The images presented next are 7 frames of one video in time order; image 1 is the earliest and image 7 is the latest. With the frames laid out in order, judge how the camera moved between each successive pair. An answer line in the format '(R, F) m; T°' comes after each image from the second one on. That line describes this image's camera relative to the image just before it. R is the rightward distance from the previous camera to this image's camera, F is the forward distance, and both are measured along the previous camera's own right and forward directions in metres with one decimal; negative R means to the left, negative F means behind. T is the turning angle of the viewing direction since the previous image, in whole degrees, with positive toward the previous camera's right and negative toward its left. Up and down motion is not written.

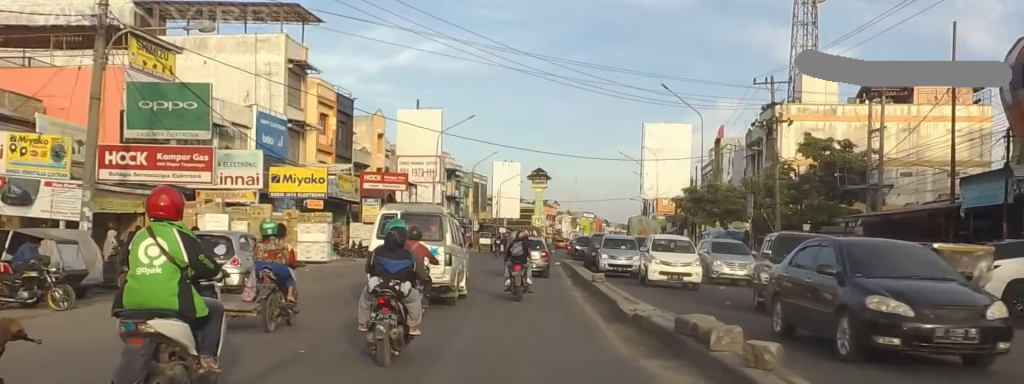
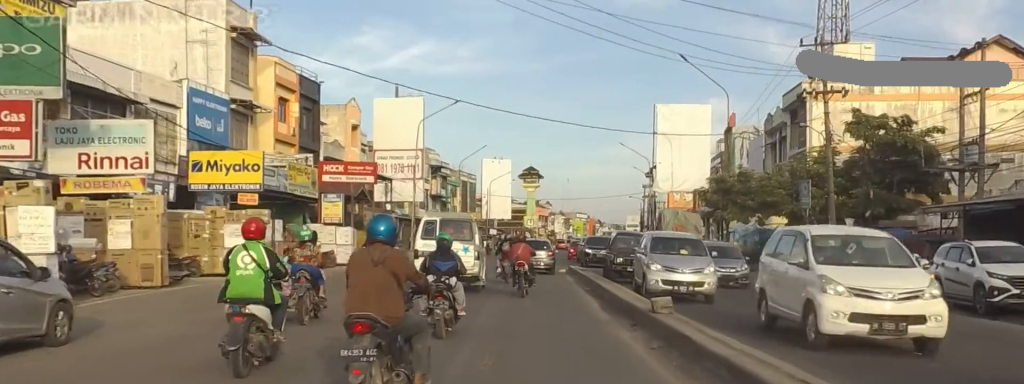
(0.0, +11.3) m; 0°
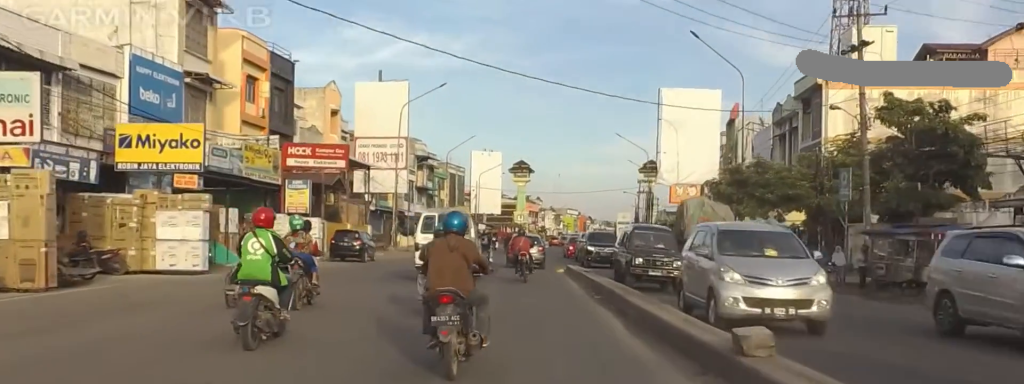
(0.0, +5.6) m; 0°
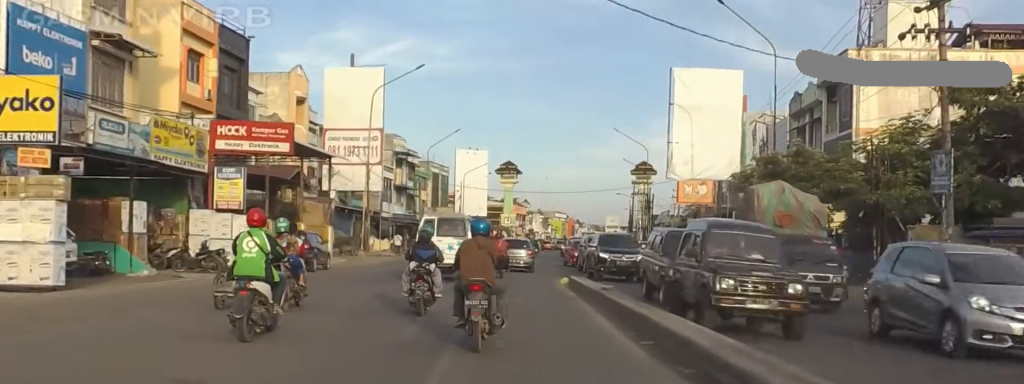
(0.0, +7.7) m; 0°
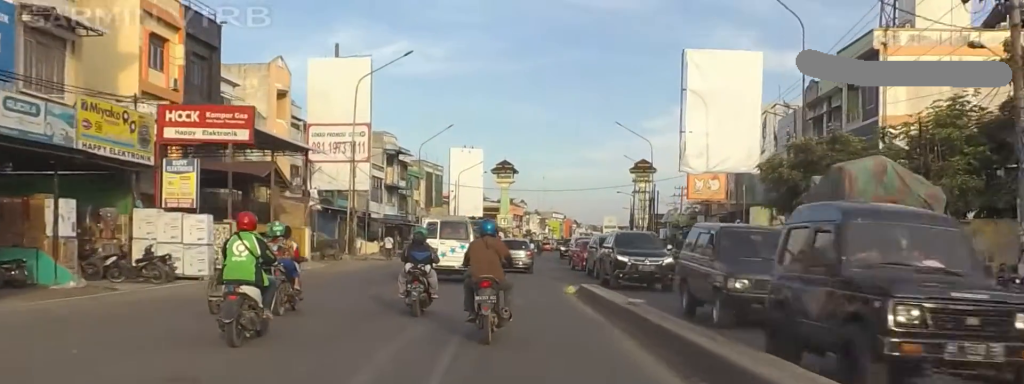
(0.0, +3.9) m; 0°
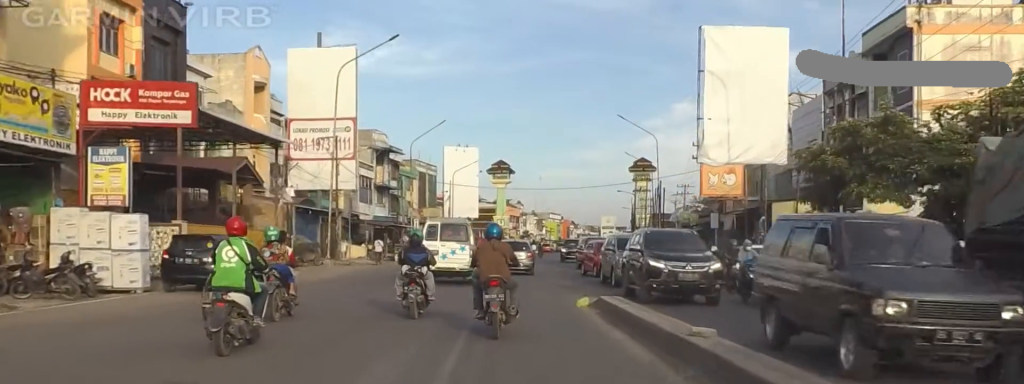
(0.0, +4.0) m; 0°
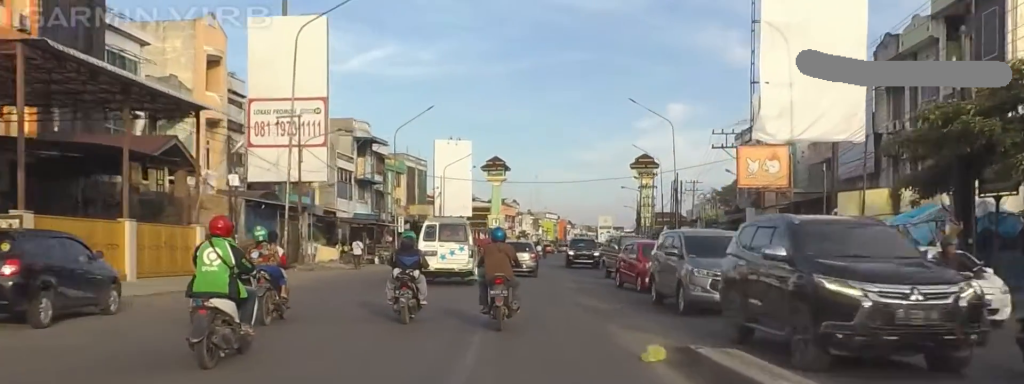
(0.0, +7.1) m; 0°
